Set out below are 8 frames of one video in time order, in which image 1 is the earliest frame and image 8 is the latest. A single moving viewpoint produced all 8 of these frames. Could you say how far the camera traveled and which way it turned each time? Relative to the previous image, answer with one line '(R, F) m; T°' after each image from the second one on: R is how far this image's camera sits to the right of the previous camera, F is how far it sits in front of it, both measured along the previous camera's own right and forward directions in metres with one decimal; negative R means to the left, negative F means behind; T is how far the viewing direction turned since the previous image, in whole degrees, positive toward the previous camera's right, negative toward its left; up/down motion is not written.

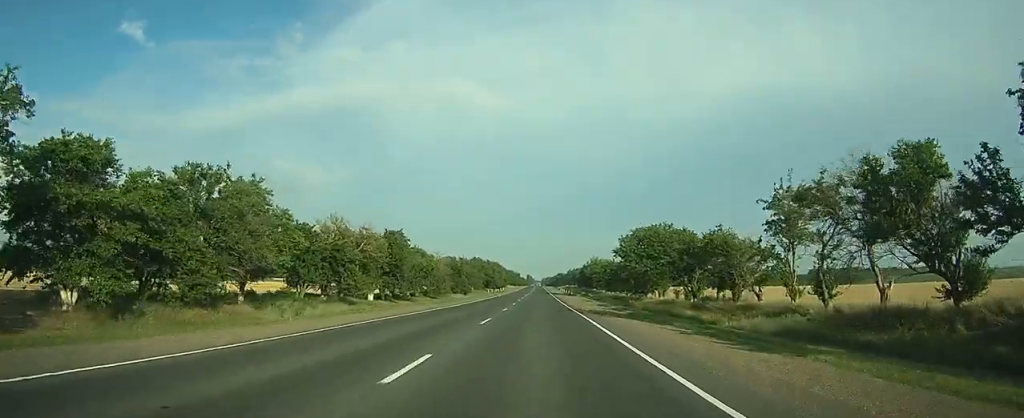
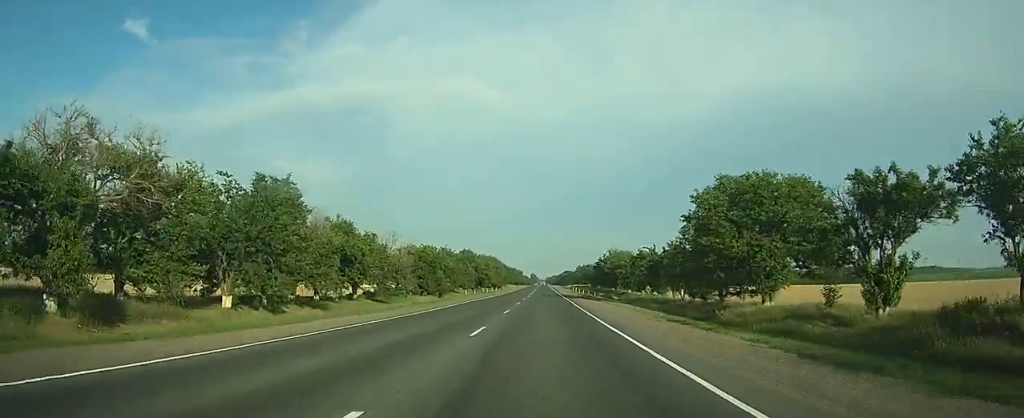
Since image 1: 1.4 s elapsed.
(-0.1, +40.6) m; 0°
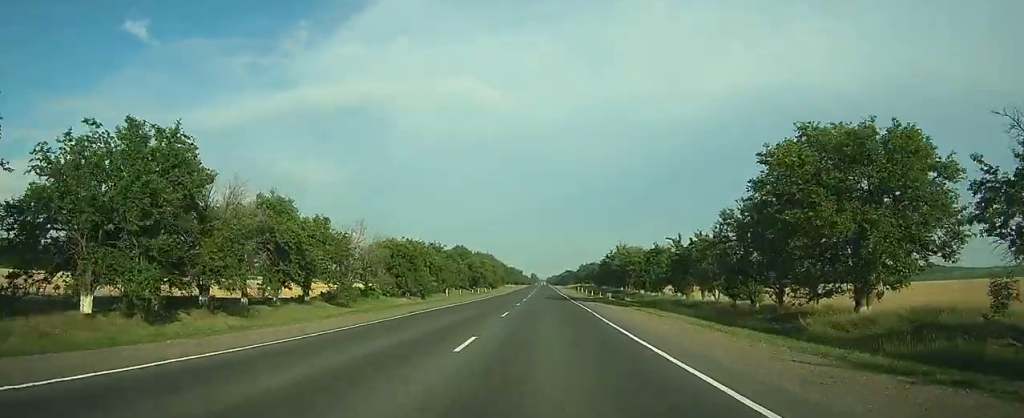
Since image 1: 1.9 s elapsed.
(0.0, +15.4) m; 0°
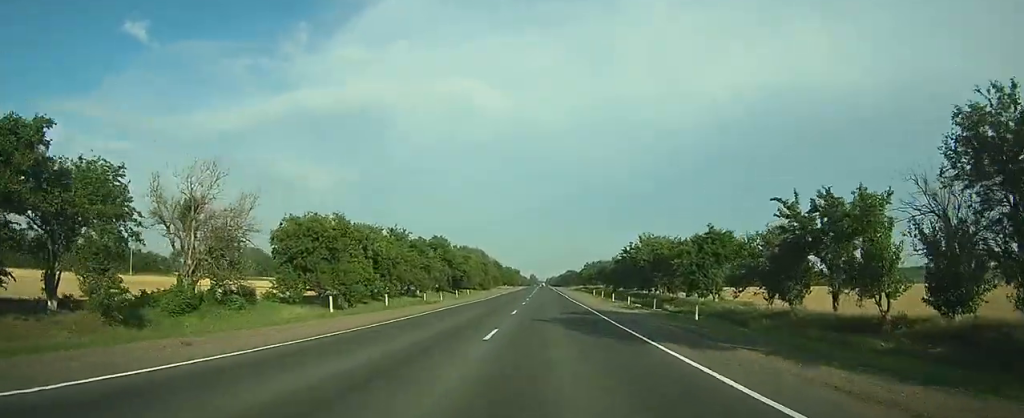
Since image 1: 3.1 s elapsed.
(-0.1, +32.9) m; 0°
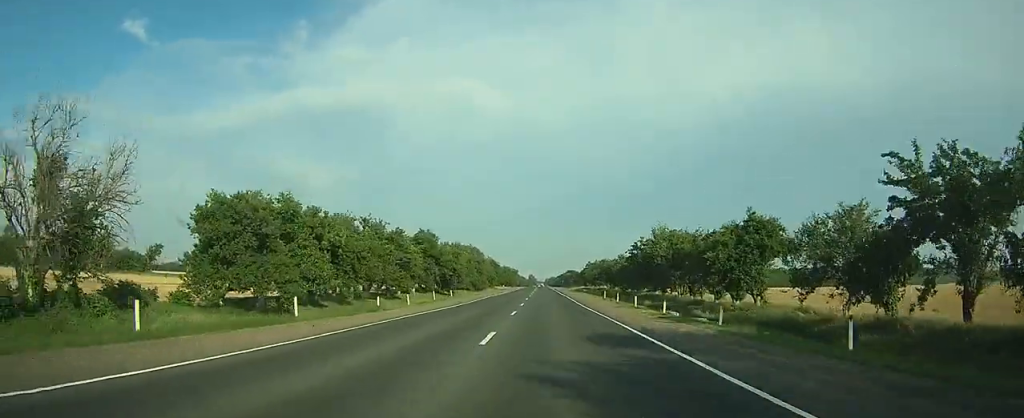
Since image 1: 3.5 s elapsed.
(0.0, +13.6) m; 0°
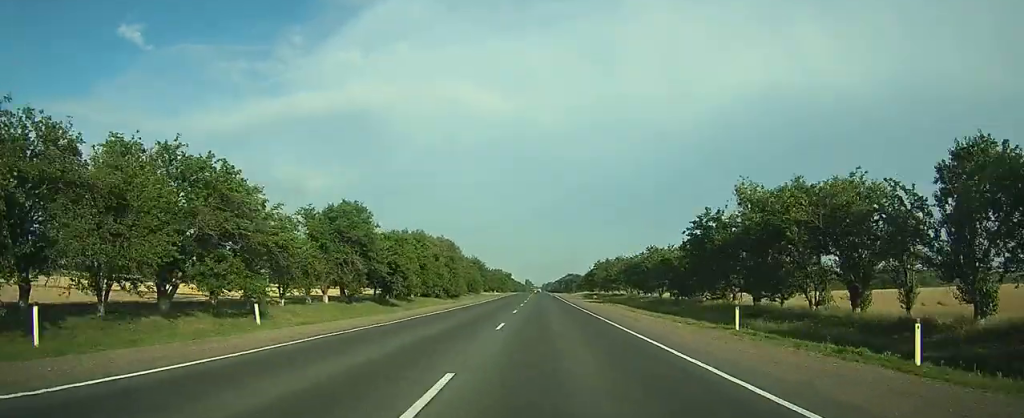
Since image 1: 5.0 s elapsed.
(+0.1, +42.7) m; 0°
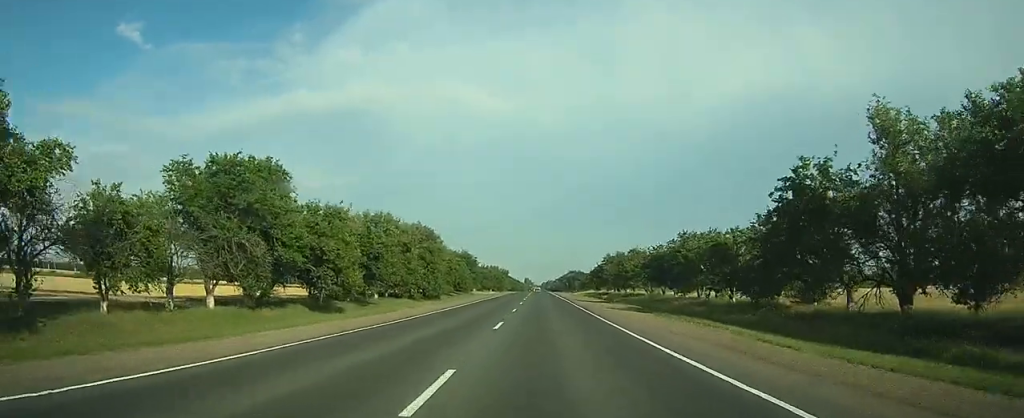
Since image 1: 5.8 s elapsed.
(0.0, +23.3) m; 0°
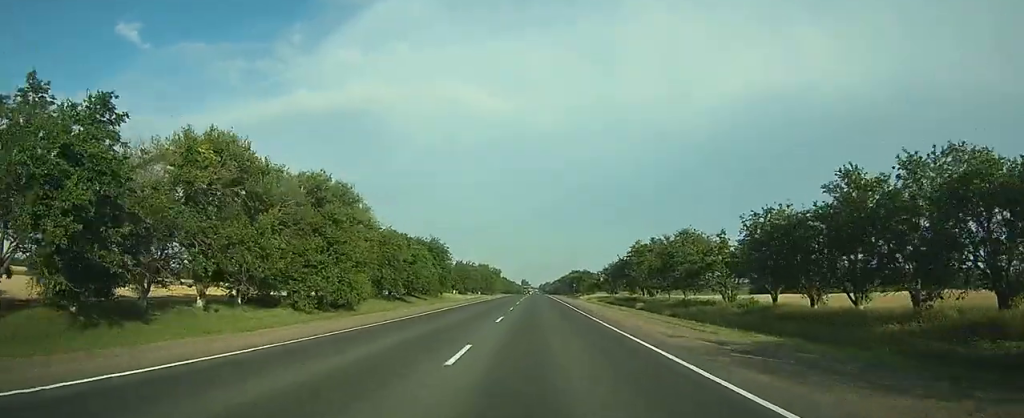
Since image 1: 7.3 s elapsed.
(-0.1, +43.8) m; 0°
